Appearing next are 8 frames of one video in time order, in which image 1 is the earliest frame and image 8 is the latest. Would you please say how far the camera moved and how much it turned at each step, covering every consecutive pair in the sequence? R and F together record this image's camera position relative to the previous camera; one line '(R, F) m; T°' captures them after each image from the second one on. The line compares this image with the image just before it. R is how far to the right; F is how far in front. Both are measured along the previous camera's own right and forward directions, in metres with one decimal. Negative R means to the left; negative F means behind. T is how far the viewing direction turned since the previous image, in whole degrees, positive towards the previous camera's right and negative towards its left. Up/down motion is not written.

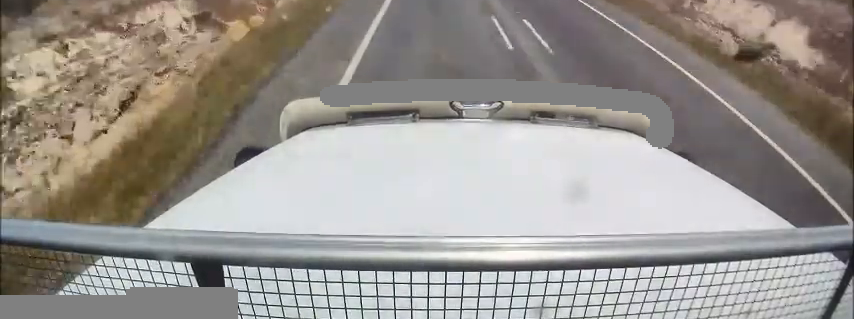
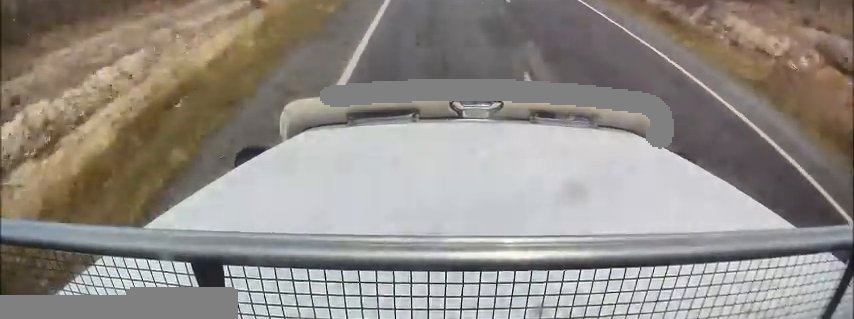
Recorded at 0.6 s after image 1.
(0.0, +17.6) m; 0°
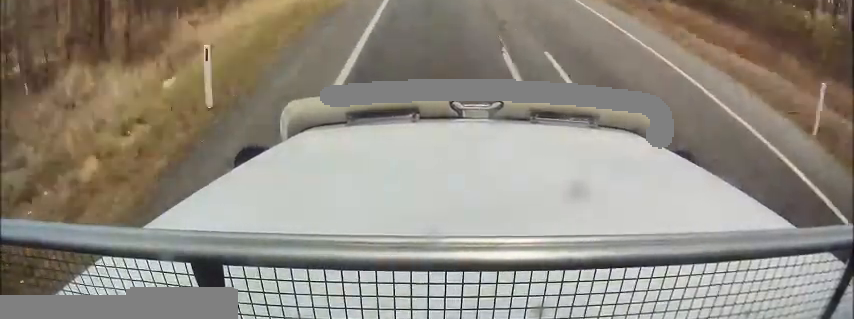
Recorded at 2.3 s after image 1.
(+0.4, +47.0) m; 0°
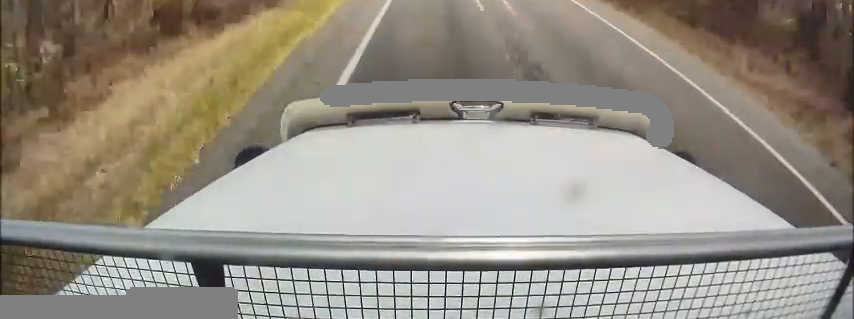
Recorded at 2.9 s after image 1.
(0.0, +16.4) m; 0°
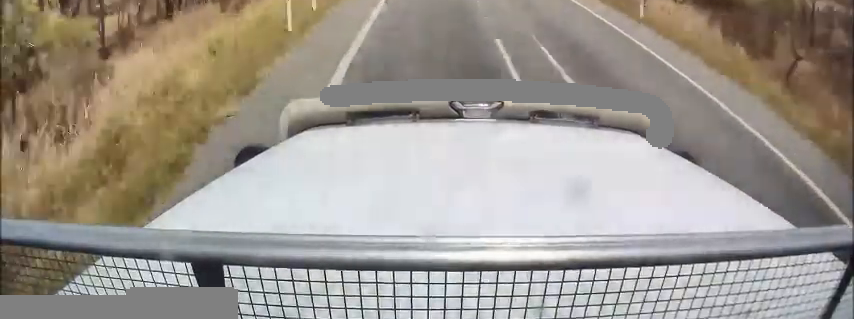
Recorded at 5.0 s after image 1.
(+0.5, +56.7) m; +1°
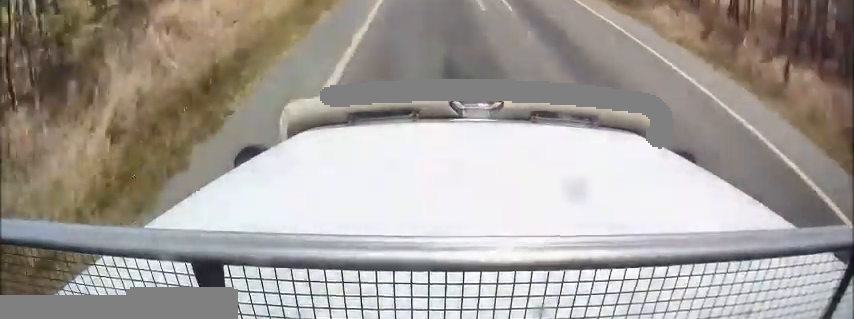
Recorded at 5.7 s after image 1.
(+0.1, +18.5) m; 0°
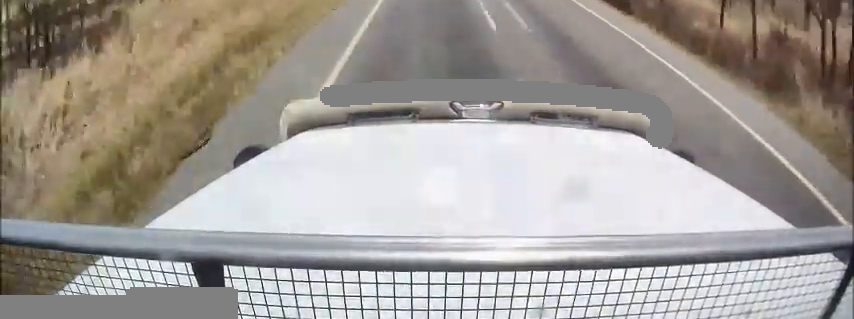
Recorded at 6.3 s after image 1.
(0.0, +14.9) m; 0°
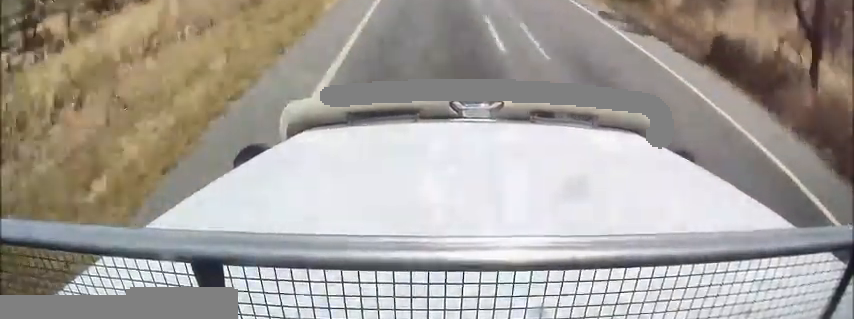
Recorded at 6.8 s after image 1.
(0.0, +13.8) m; -1°
